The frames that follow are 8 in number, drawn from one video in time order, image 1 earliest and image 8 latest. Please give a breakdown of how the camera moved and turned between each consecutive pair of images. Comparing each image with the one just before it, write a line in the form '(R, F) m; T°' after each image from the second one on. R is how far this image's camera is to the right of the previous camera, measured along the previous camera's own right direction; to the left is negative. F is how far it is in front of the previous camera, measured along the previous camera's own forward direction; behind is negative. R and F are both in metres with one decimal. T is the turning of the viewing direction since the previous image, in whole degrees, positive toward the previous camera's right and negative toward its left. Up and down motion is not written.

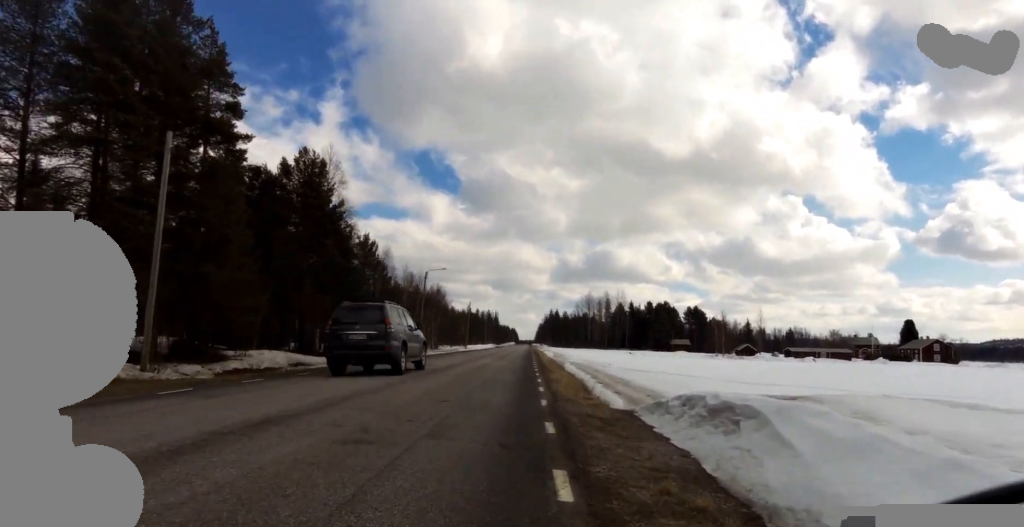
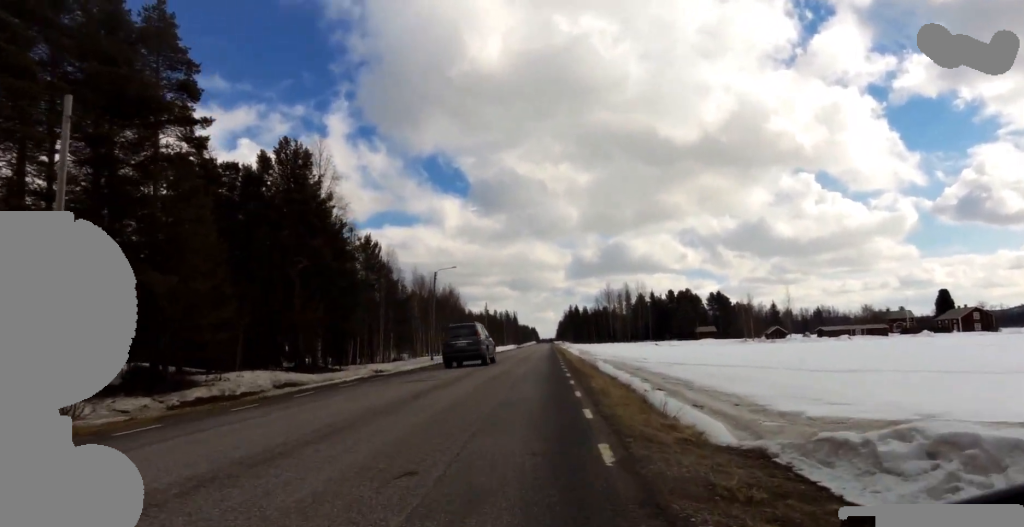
(0.0, +4.8) m; 0°
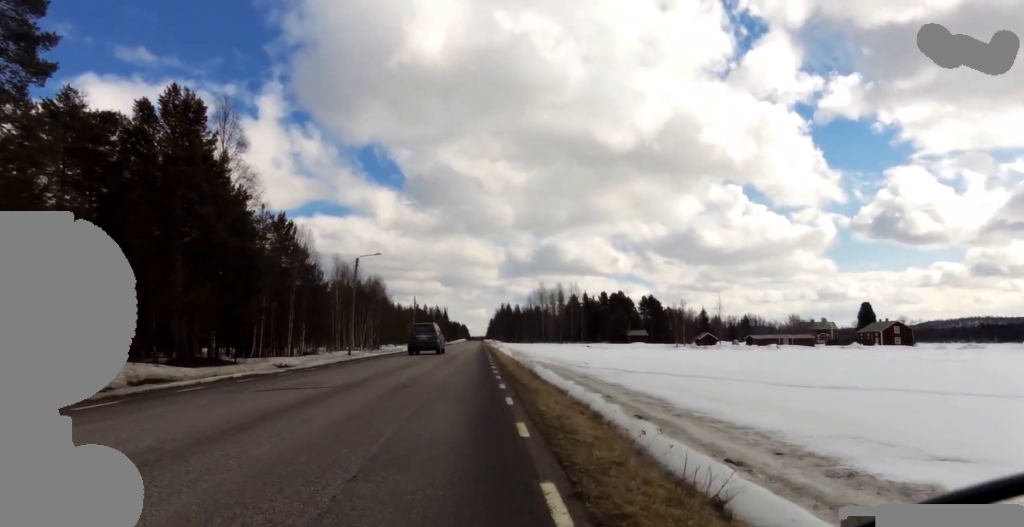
(0.0, +4.6) m; -1°
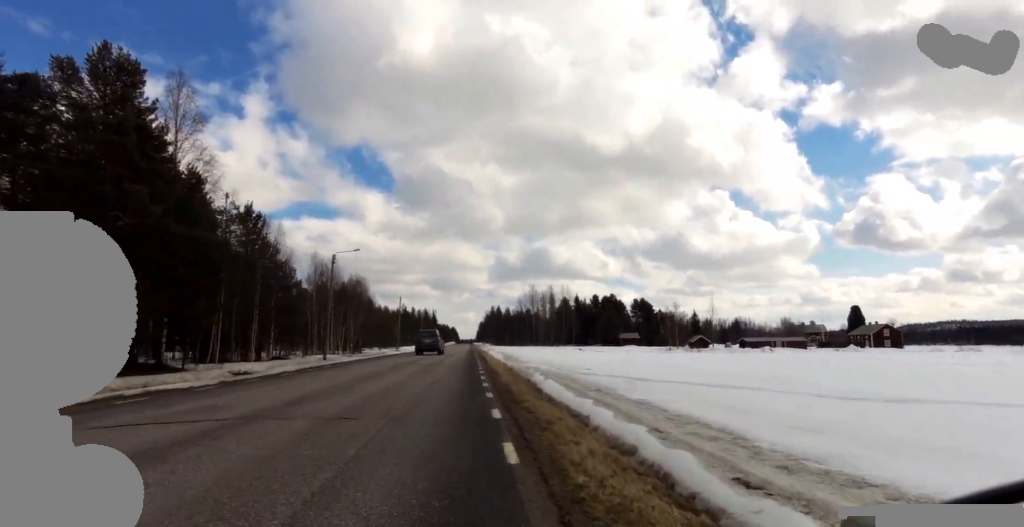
(-0.1, +4.2) m; -1°
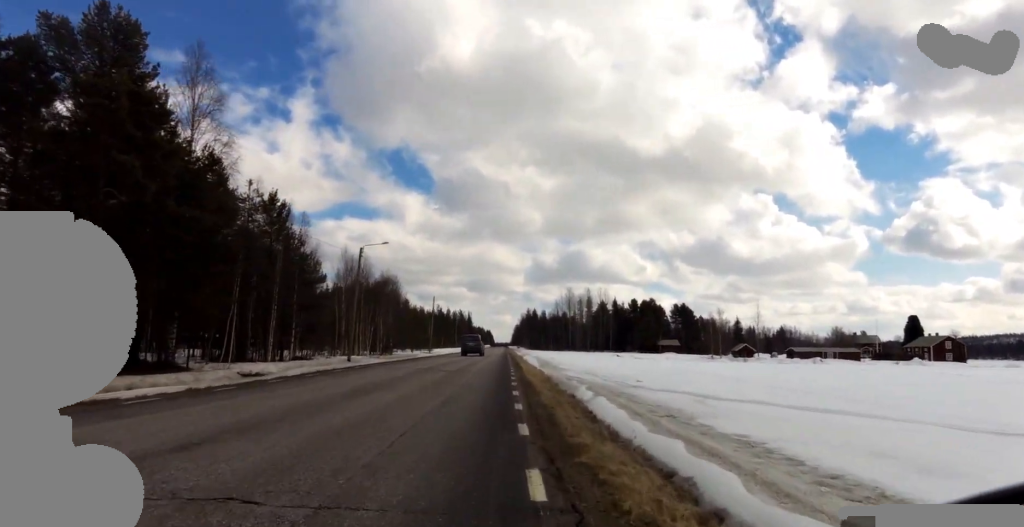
(-0.1, +4.1) m; 0°
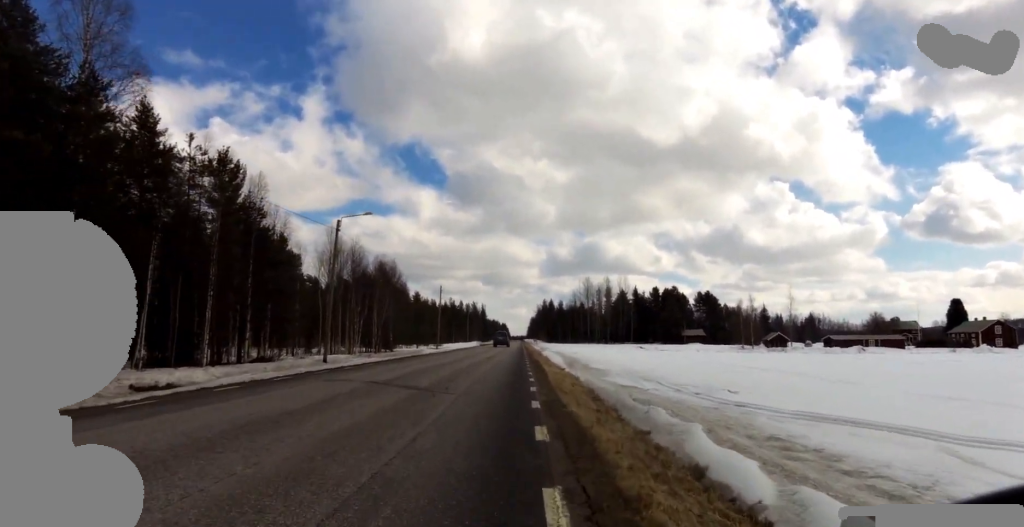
(+0.1, +10.1) m; -1°
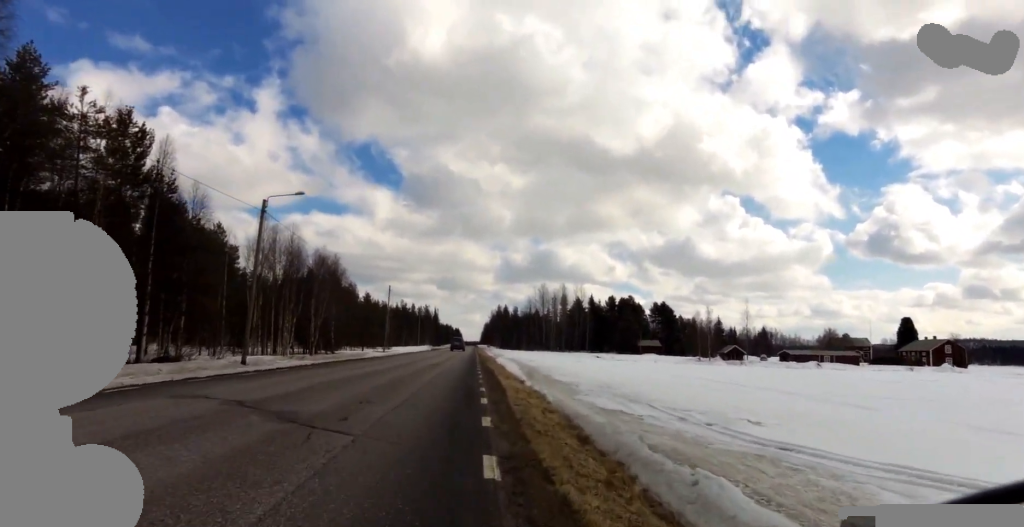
(-0.1, +4.8) m; -1°
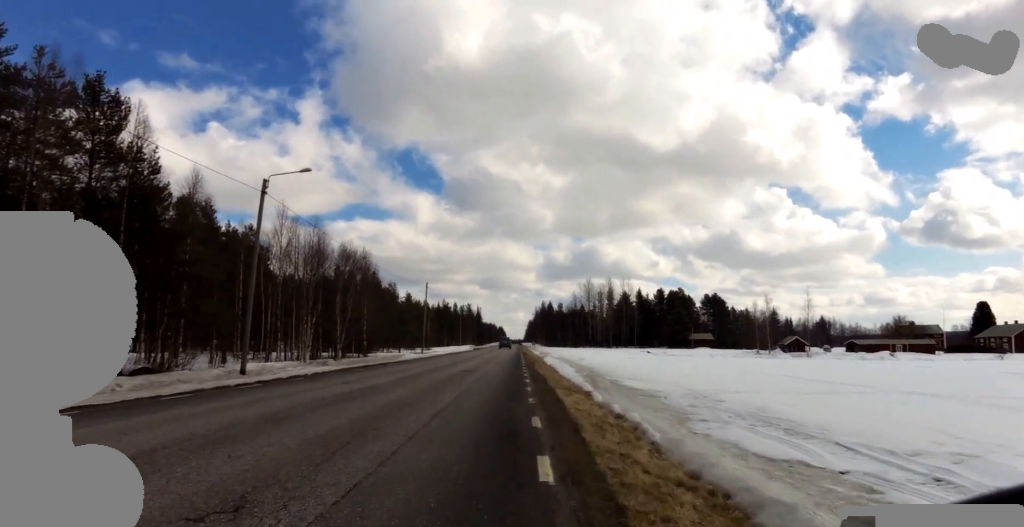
(0.0, +6.4) m; 0°
